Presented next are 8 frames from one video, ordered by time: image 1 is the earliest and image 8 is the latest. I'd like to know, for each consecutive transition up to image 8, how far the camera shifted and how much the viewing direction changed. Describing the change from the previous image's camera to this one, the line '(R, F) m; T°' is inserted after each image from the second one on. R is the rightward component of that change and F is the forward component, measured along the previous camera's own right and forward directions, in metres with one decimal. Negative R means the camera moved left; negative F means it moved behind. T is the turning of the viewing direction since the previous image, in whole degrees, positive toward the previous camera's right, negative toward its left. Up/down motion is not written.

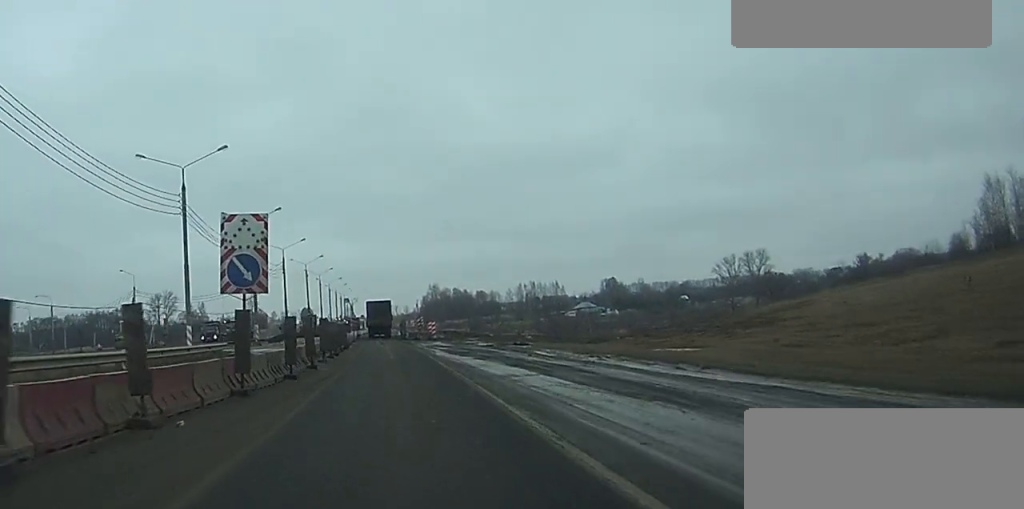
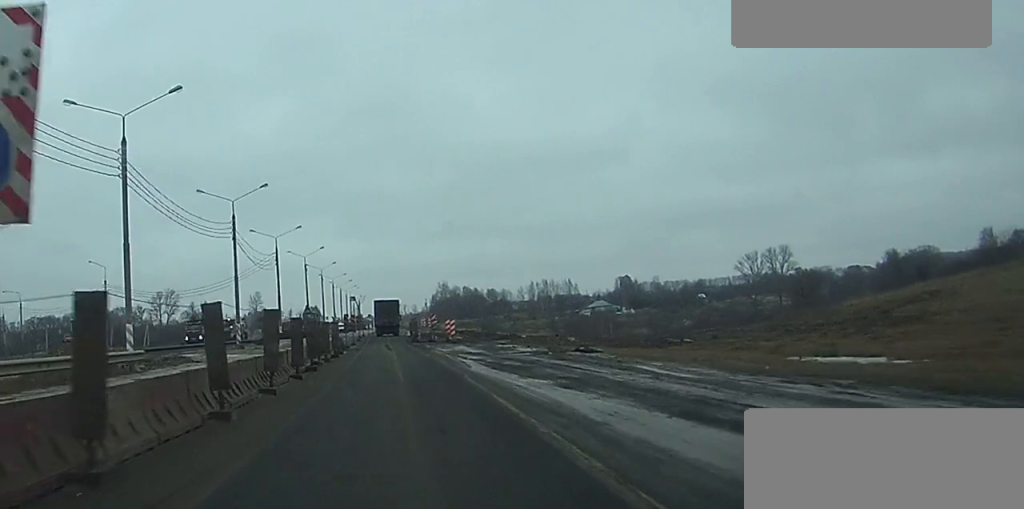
(0.0, +15.0) m; 0°
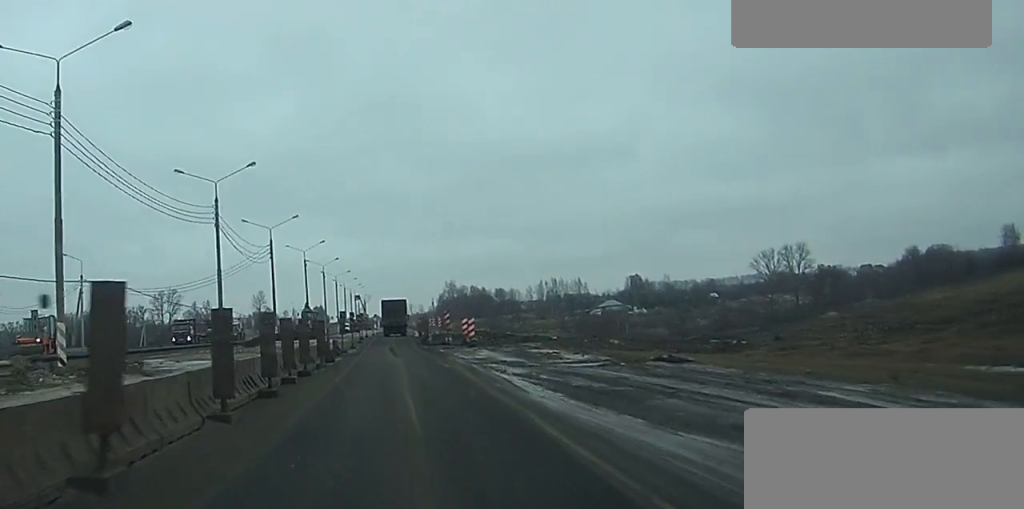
(0.0, +9.9) m; 0°
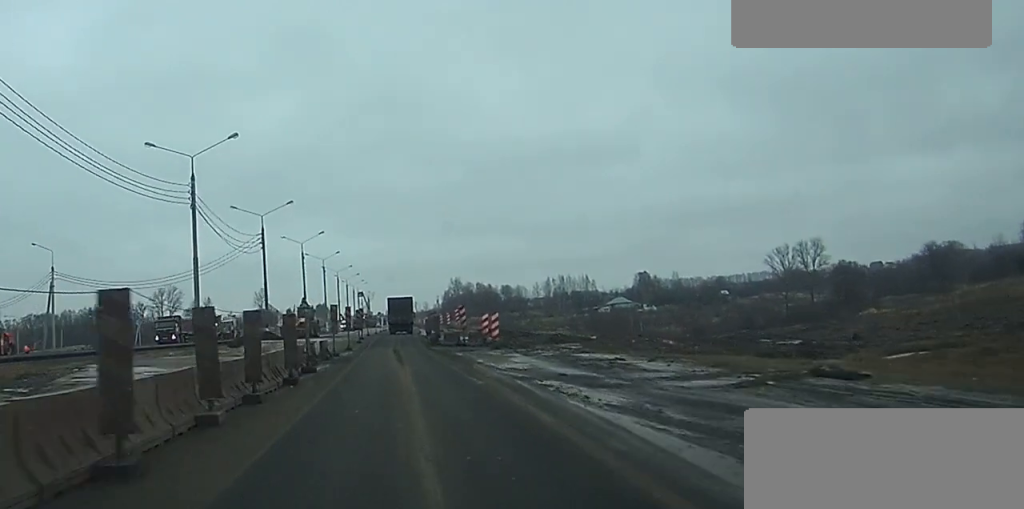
(0.0, +9.3) m; 0°
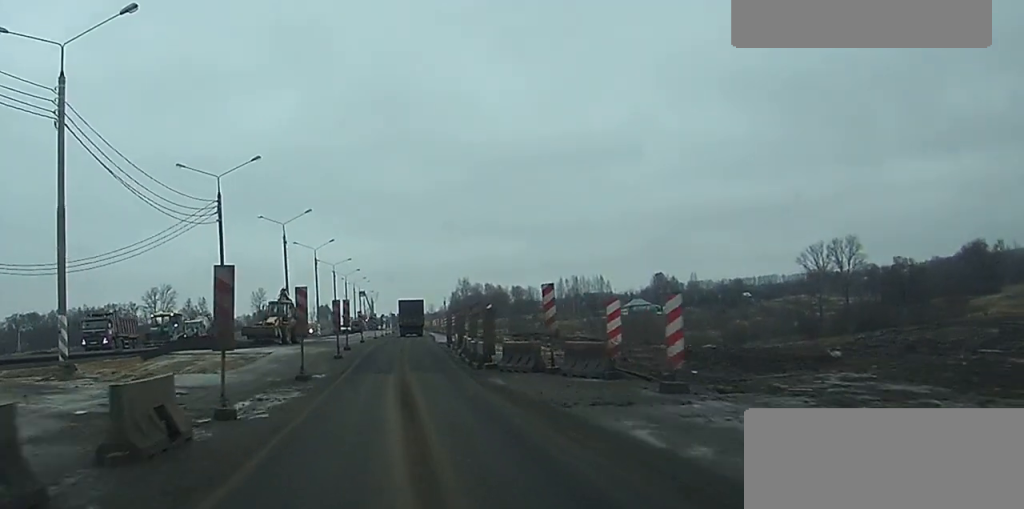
(-0.2, +24.1) m; -1°
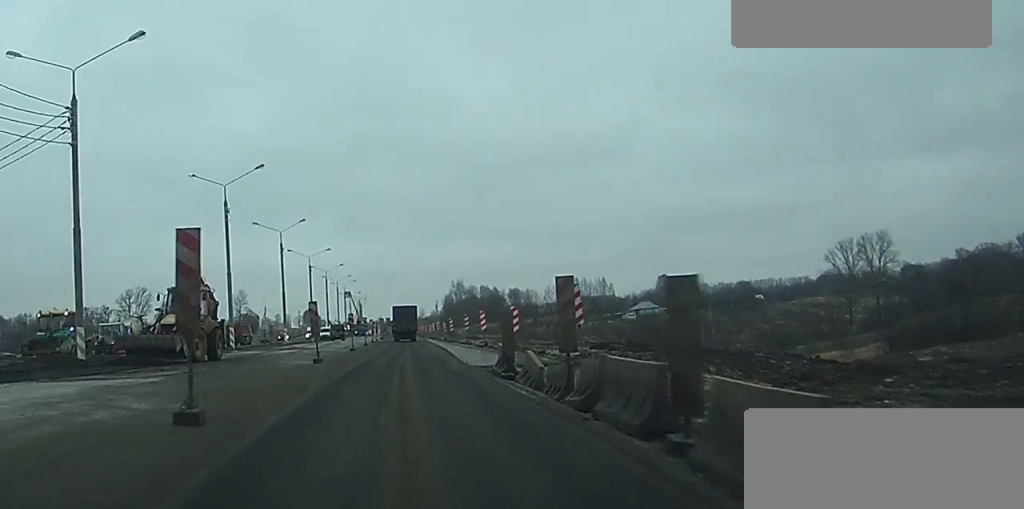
(-0.1, +28.8) m; 0°
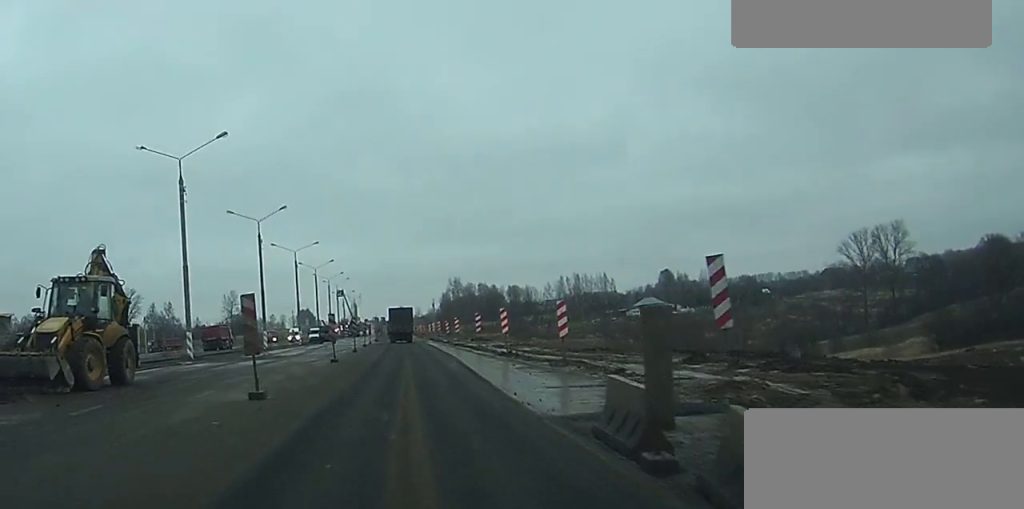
(+0.1, +12.8) m; 0°
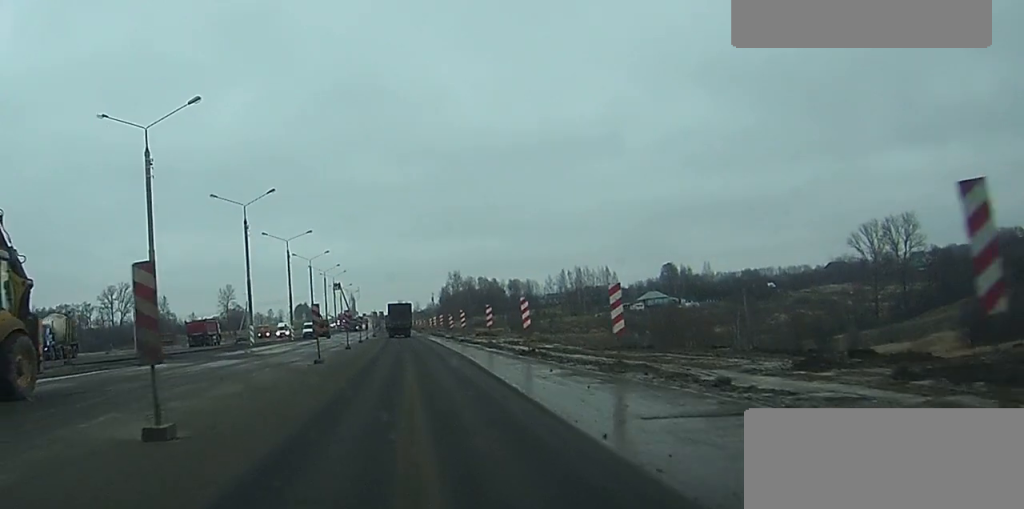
(0.0, +7.4) m; 0°
